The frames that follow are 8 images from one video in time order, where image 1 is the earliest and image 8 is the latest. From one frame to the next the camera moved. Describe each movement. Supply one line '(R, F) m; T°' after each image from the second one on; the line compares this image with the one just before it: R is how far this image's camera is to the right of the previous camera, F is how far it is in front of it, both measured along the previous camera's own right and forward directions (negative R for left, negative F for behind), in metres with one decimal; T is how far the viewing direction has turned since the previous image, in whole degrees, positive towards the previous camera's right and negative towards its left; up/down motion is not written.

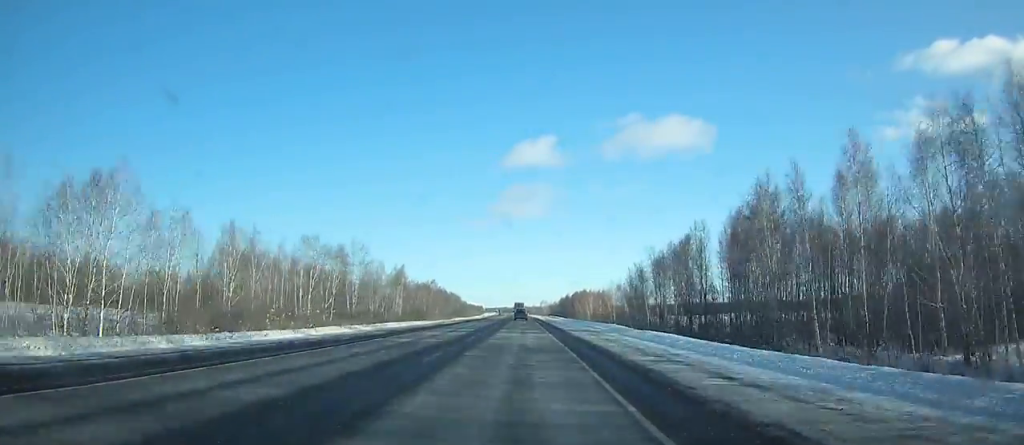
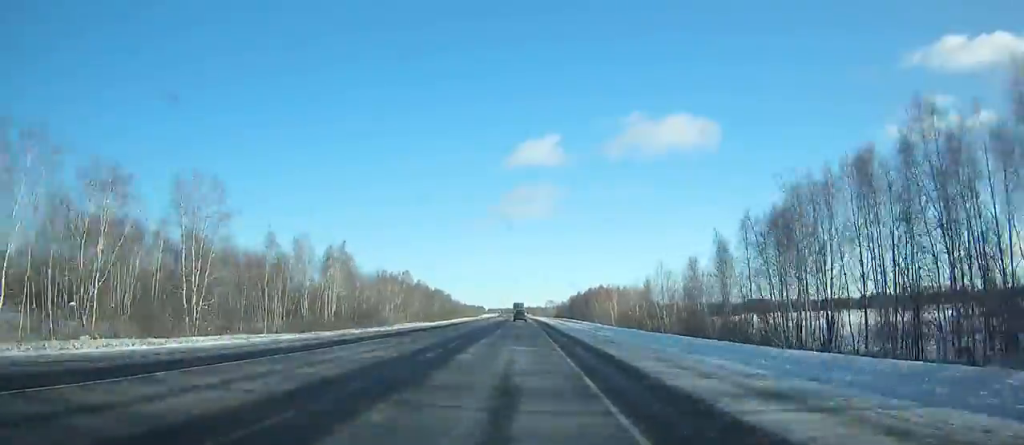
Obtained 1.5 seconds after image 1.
(0.0, +43.8) m; 0°
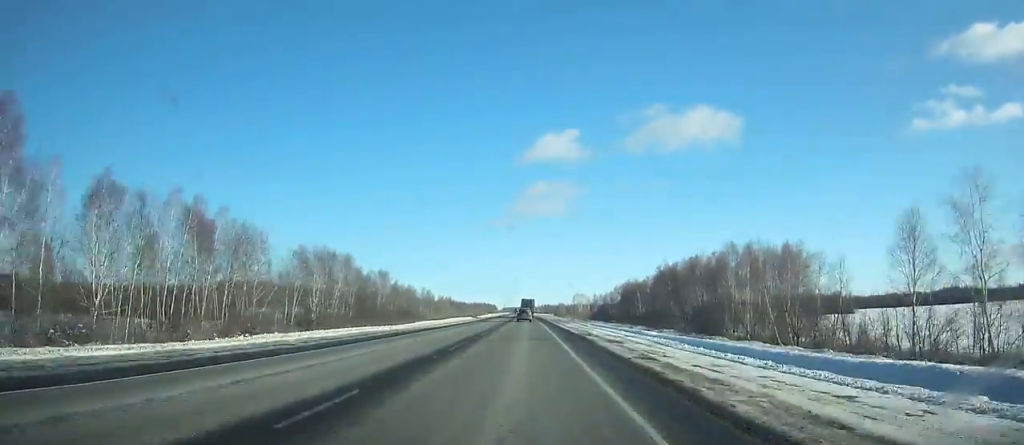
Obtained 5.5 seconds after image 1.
(-1.1, +106.9) m; -1°
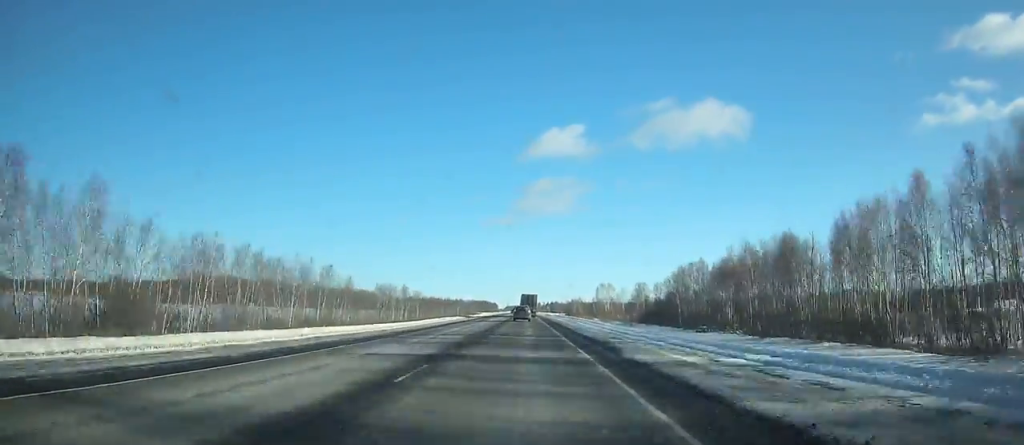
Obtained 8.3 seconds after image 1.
(-0.4, +72.1) m; 0°
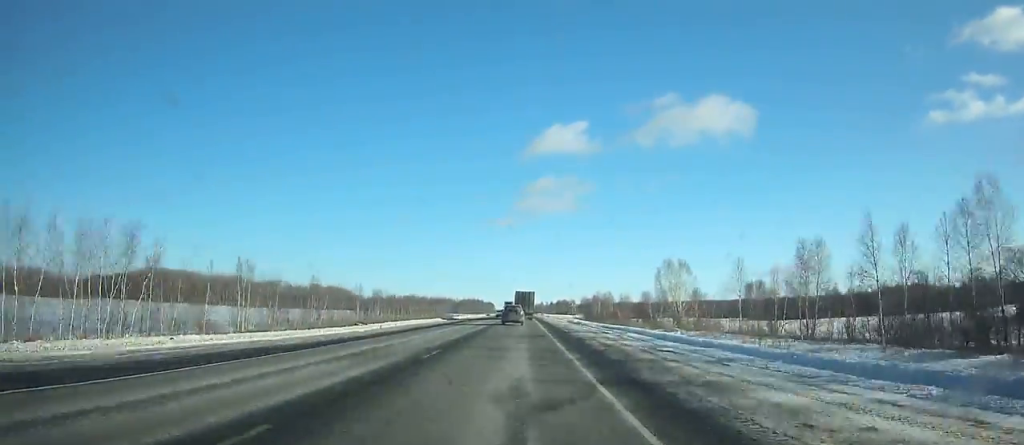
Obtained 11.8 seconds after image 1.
(-0.3, +87.5) m; 0°
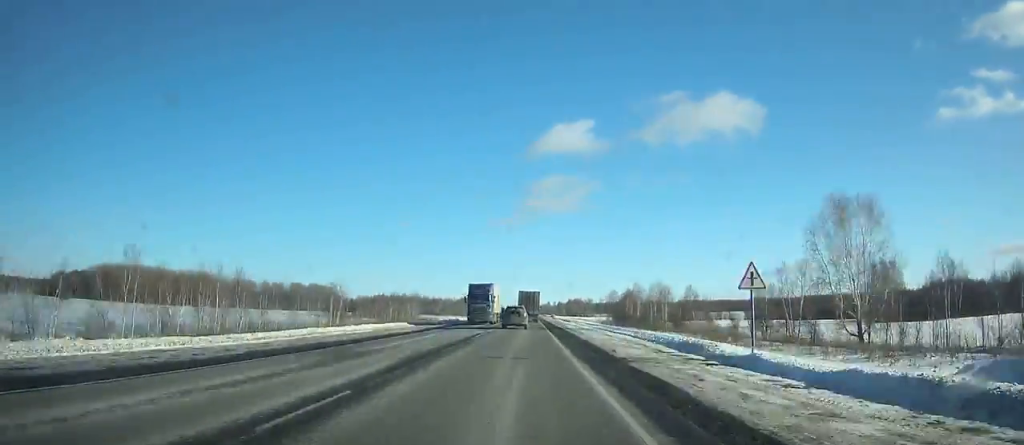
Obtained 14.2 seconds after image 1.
(0.0, +58.2) m; 0°
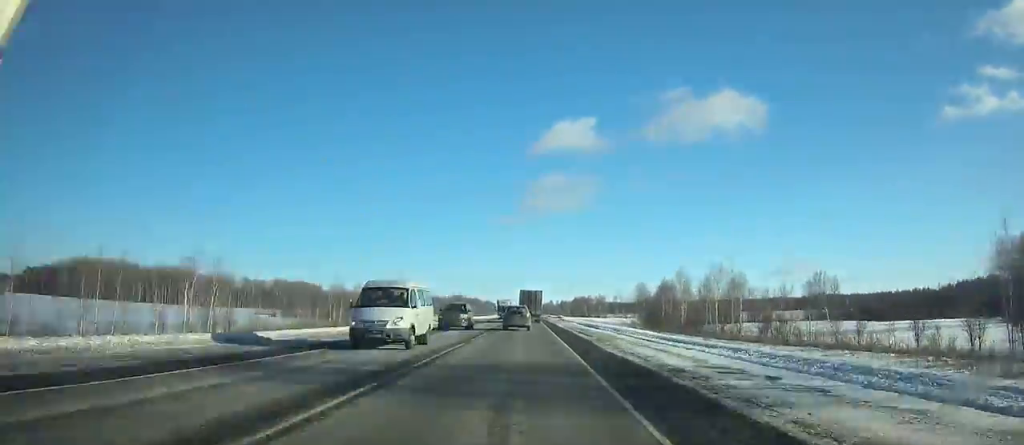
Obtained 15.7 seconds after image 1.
(-0.2, +35.3) m; 0°
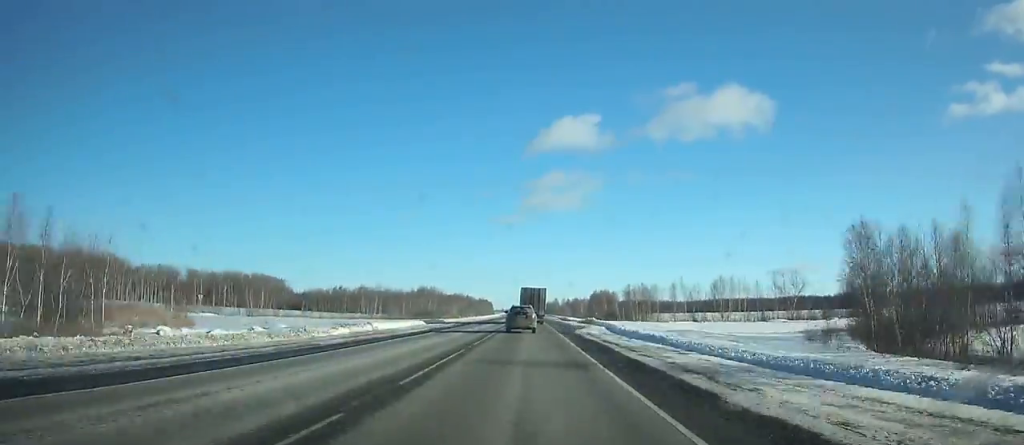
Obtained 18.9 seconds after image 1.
(0.0, +74.7) m; 0°
